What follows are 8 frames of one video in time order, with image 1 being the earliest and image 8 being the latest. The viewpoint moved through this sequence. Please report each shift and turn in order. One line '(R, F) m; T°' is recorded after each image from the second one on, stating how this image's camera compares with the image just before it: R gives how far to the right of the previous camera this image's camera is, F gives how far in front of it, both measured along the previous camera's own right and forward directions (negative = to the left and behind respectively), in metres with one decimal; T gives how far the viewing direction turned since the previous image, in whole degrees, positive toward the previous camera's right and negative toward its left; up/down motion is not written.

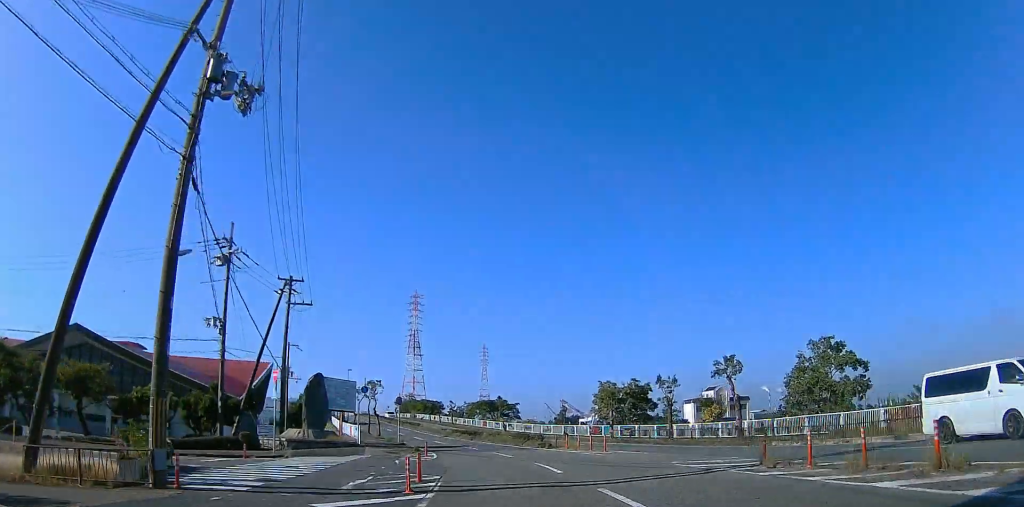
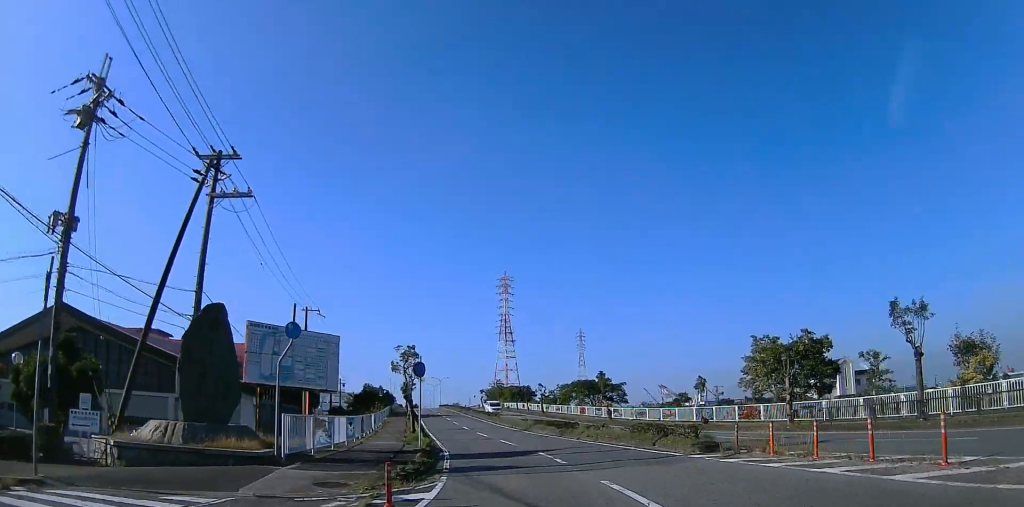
(-1.2, +20.2) m; -14°
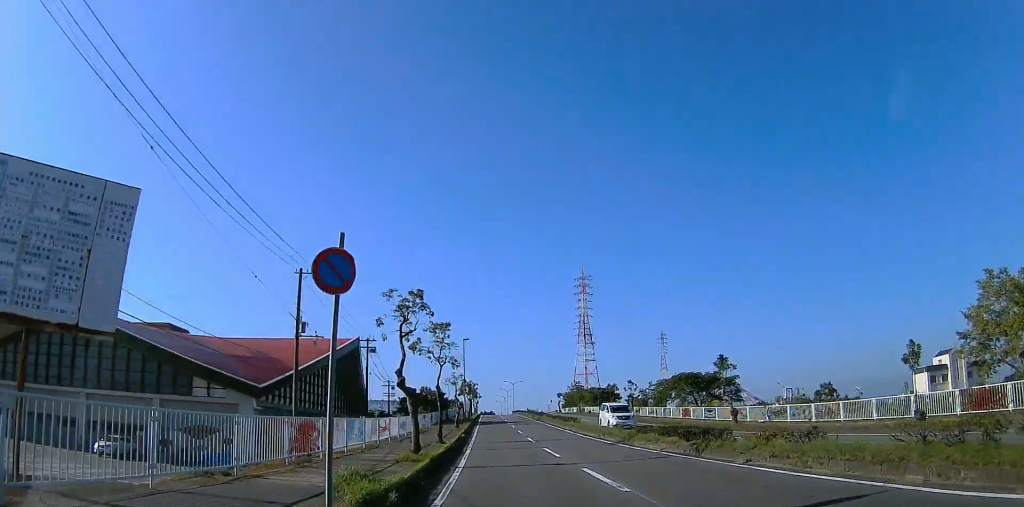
(-1.6, +15.9) m; -5°
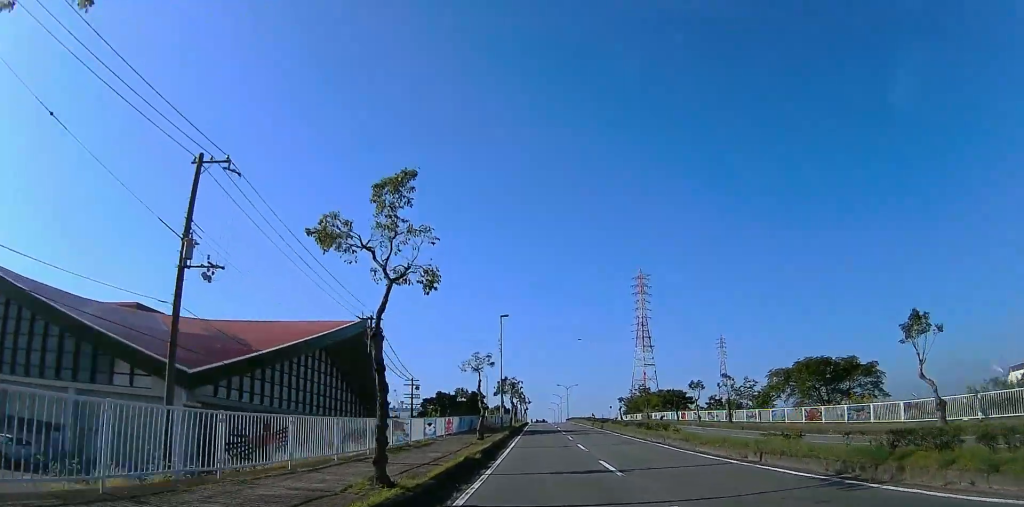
(-0.6, +16.2) m; -8°
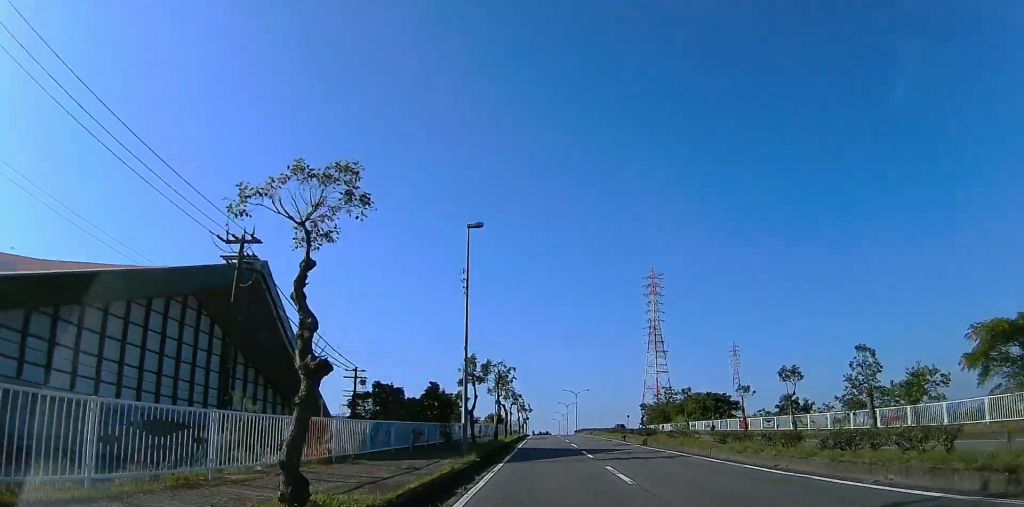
(-1.2, +20.6) m; +1°
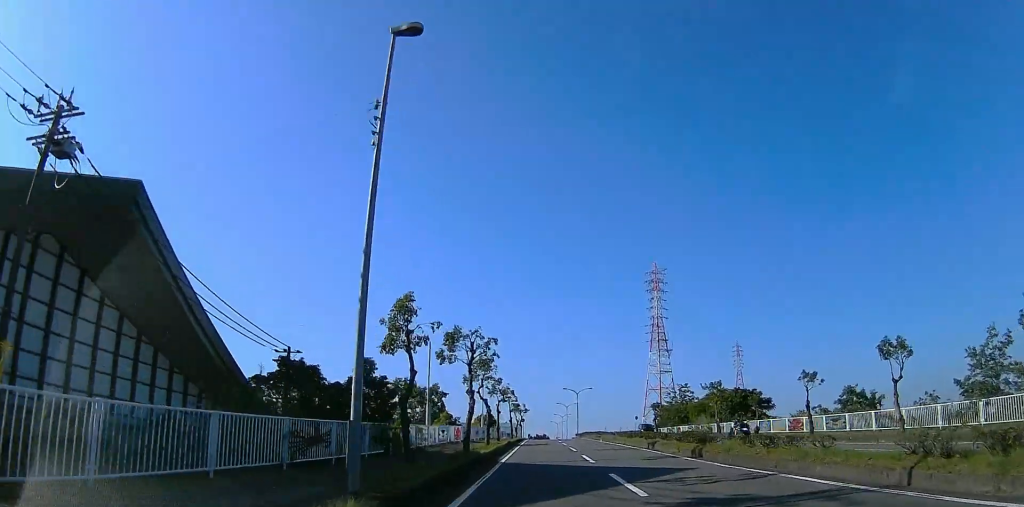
(+0.9, +11.7) m; 0°
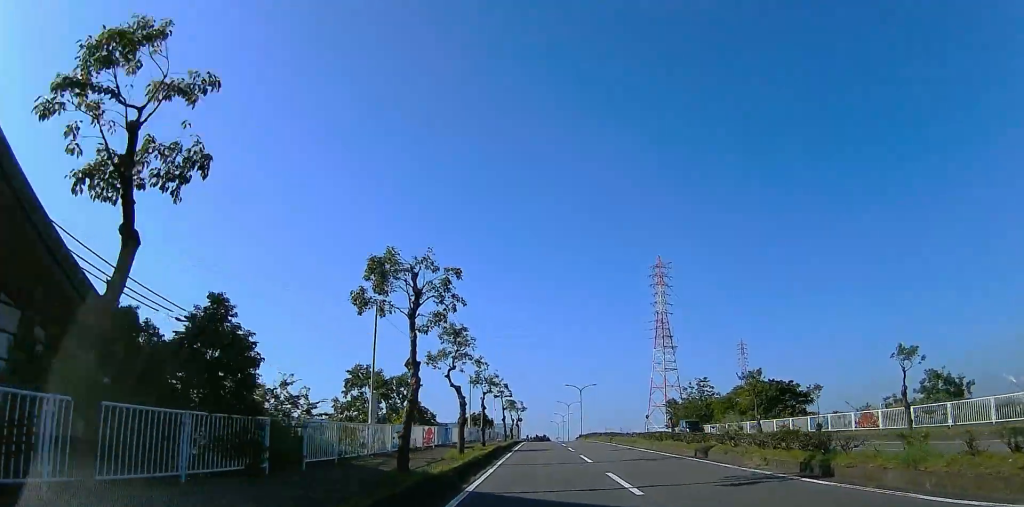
(-0.6, +9.8) m; -4°
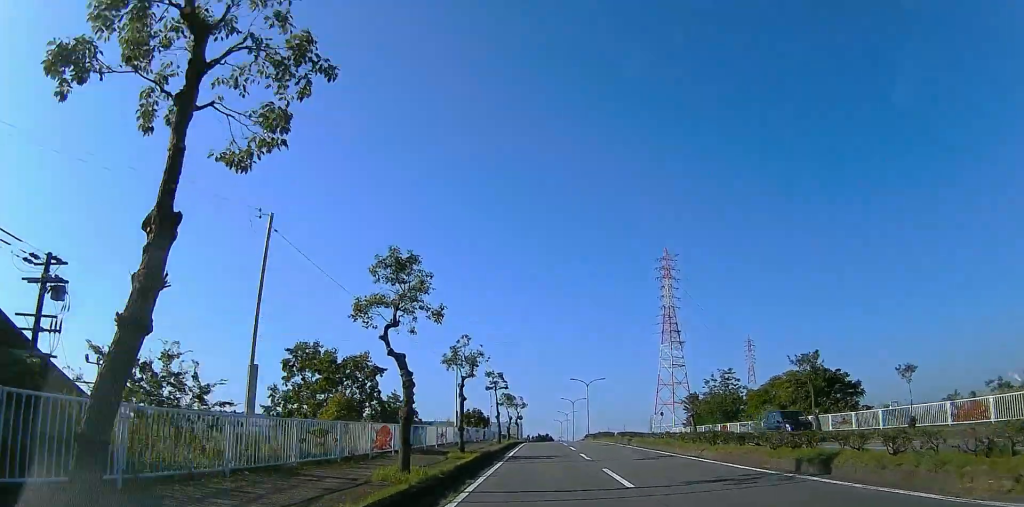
(-0.3, +8.9) m; -3°
